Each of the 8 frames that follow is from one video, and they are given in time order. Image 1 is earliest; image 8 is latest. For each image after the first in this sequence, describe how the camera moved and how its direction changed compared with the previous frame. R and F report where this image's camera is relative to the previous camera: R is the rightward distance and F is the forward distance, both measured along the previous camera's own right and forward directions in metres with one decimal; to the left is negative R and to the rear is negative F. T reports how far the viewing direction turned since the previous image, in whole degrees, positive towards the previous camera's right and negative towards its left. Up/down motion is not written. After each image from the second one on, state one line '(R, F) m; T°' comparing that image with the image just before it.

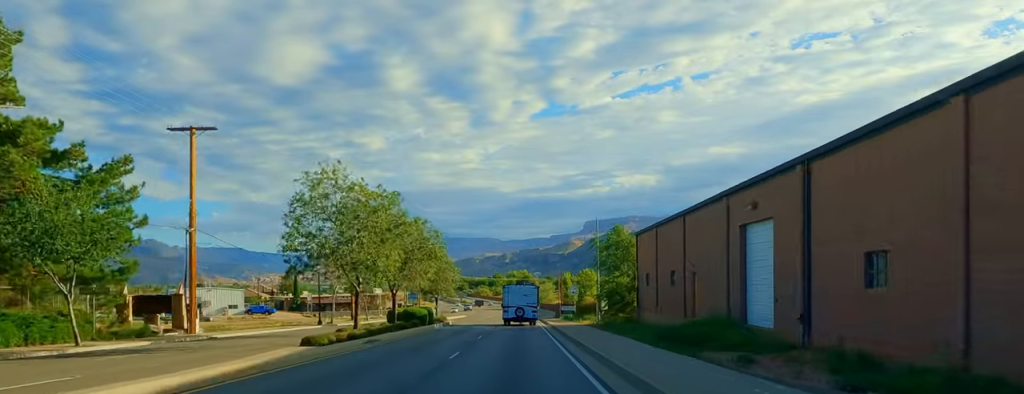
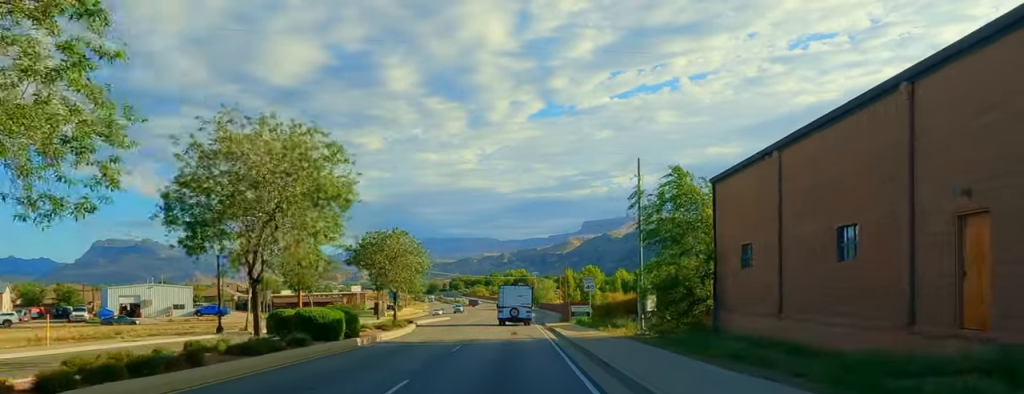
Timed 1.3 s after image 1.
(0.0, +21.5) m; 0°
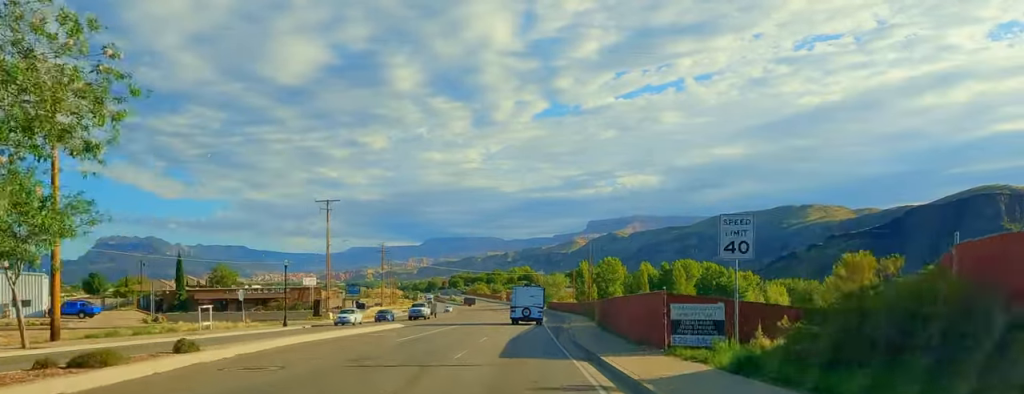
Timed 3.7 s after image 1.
(-0.4, +39.9) m; 0°
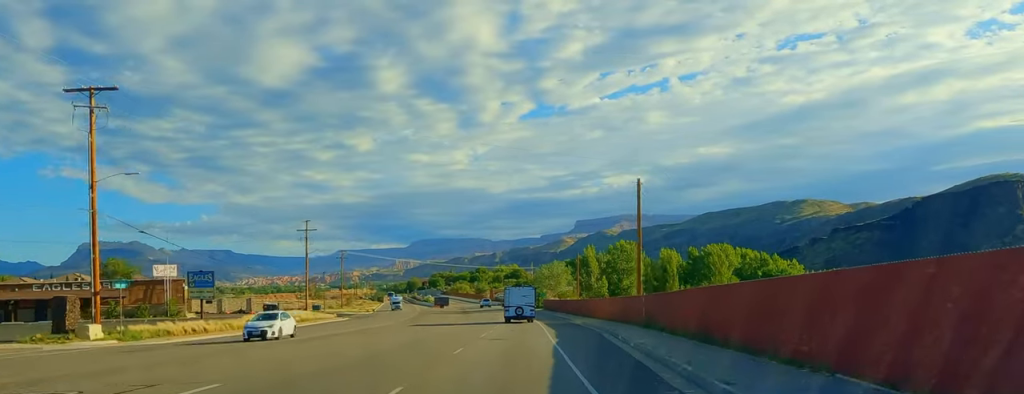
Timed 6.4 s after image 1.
(+1.2, +47.9) m; +2°
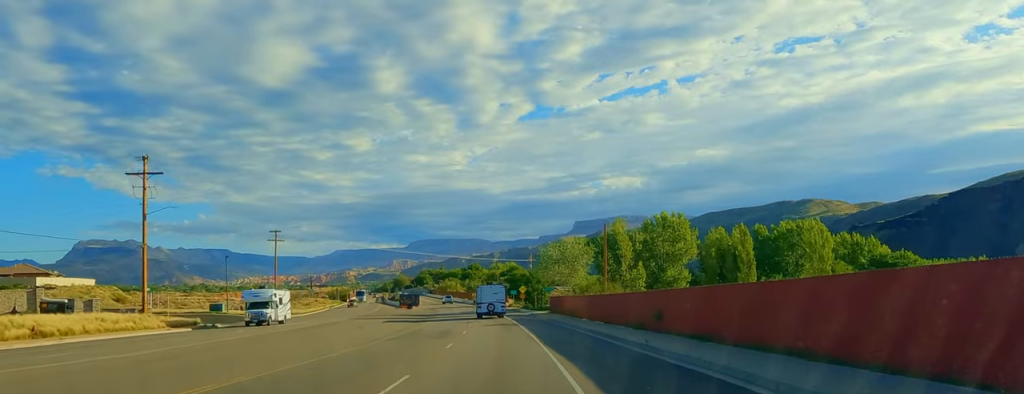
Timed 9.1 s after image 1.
(-0.5, +47.2) m; -3°
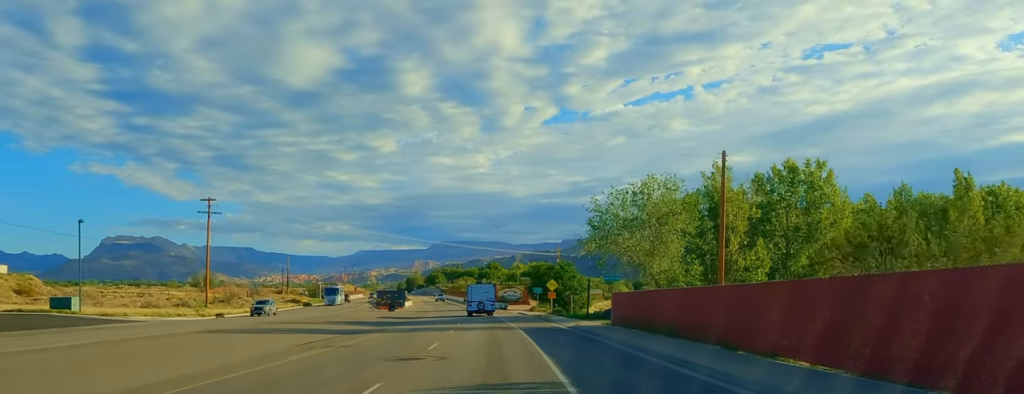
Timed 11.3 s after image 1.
(-1.1, +38.8) m; -2°
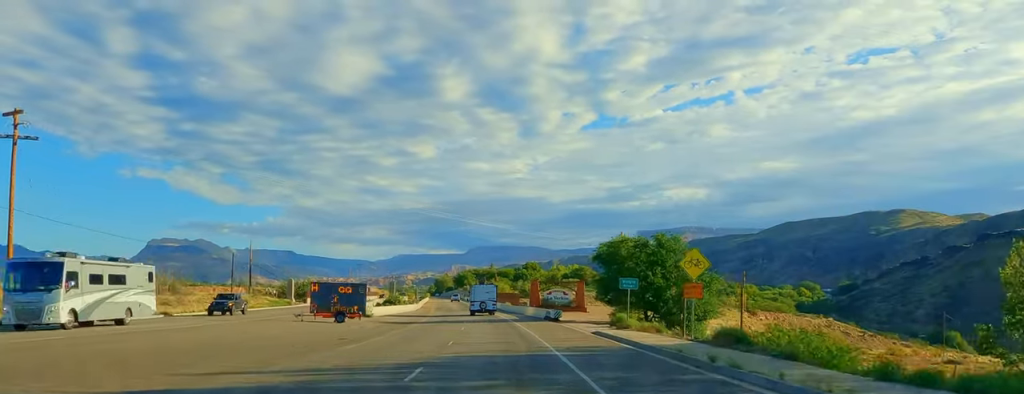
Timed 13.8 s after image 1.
(-1.2, +45.9) m; -4°
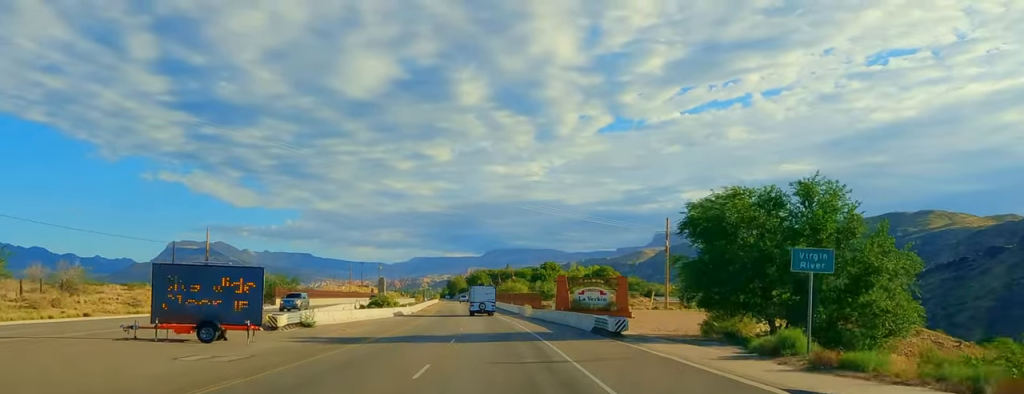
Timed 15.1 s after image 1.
(-0.7, +23.8) m; -2°
